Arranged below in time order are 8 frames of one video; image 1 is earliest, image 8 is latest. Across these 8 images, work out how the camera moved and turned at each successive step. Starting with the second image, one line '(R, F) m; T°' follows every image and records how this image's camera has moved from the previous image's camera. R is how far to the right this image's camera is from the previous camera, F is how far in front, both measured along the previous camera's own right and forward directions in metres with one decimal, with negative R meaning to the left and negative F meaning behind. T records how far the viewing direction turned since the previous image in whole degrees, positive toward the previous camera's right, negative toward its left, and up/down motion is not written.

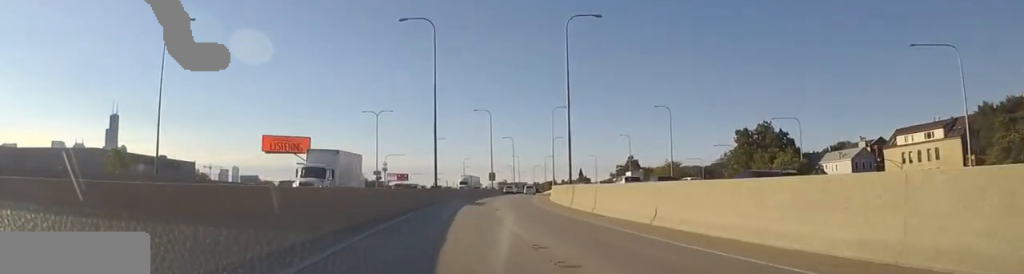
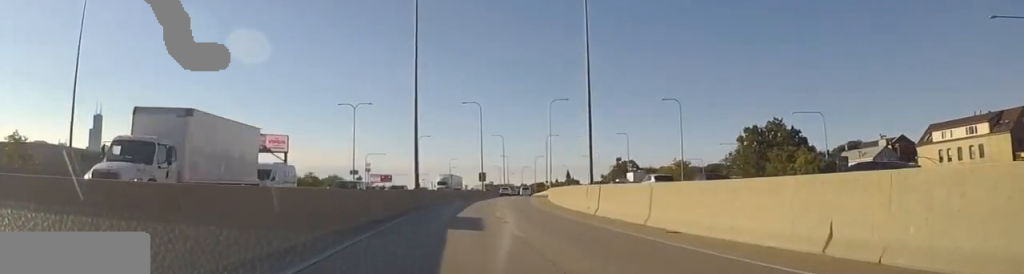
(0.0, +12.1) m; +2°
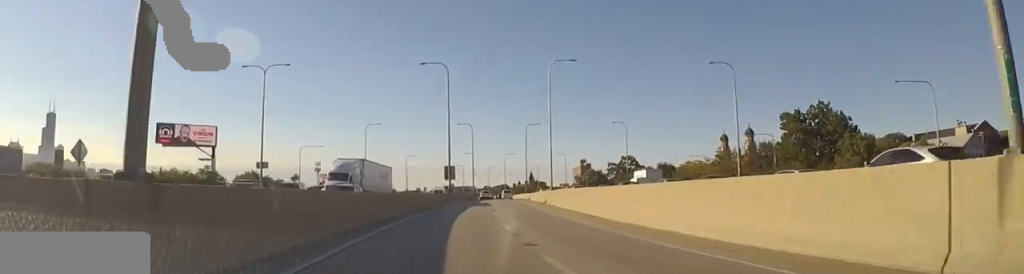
(+1.0, +32.3) m; +1°
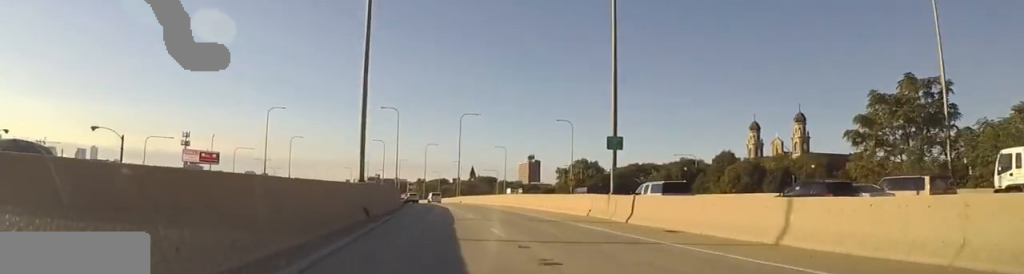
(+3.3, +99.5) m; +1°
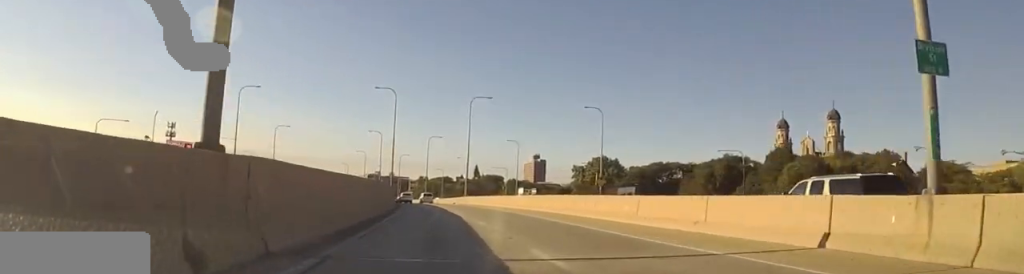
(-0.1, +18.3) m; -1°
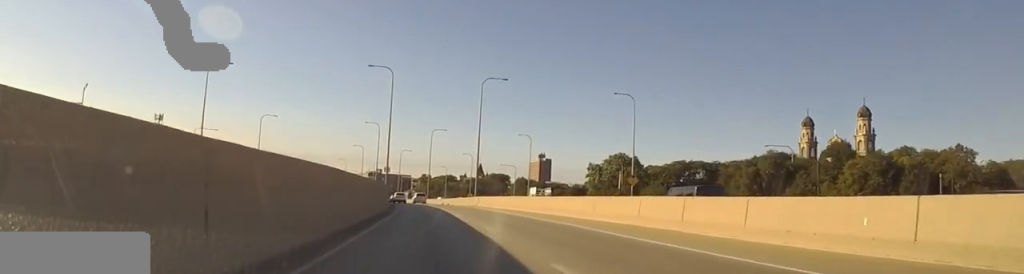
(+0.1, +14.2) m; -1°
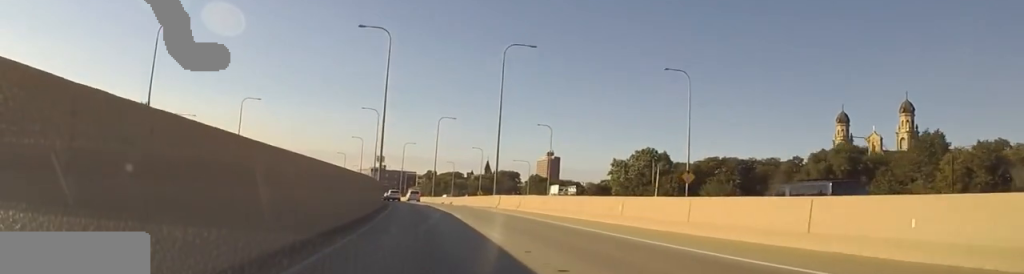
(-0.5, +16.1) m; -1°
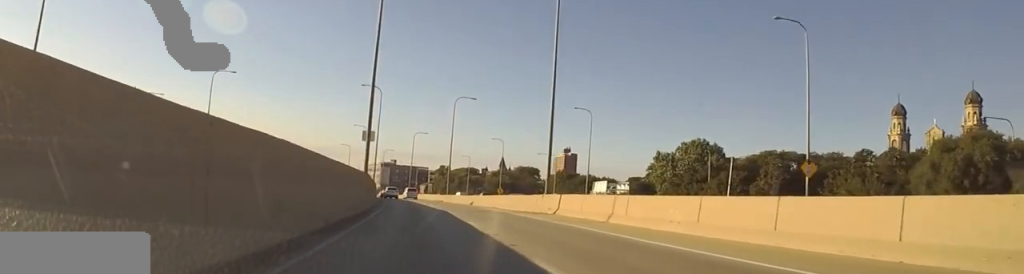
(-0.3, +20.1) m; -1°
